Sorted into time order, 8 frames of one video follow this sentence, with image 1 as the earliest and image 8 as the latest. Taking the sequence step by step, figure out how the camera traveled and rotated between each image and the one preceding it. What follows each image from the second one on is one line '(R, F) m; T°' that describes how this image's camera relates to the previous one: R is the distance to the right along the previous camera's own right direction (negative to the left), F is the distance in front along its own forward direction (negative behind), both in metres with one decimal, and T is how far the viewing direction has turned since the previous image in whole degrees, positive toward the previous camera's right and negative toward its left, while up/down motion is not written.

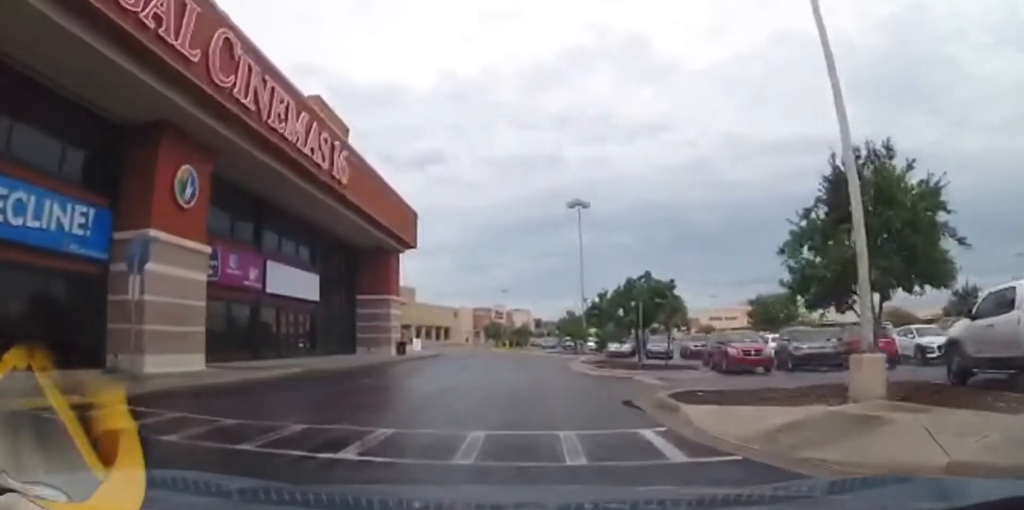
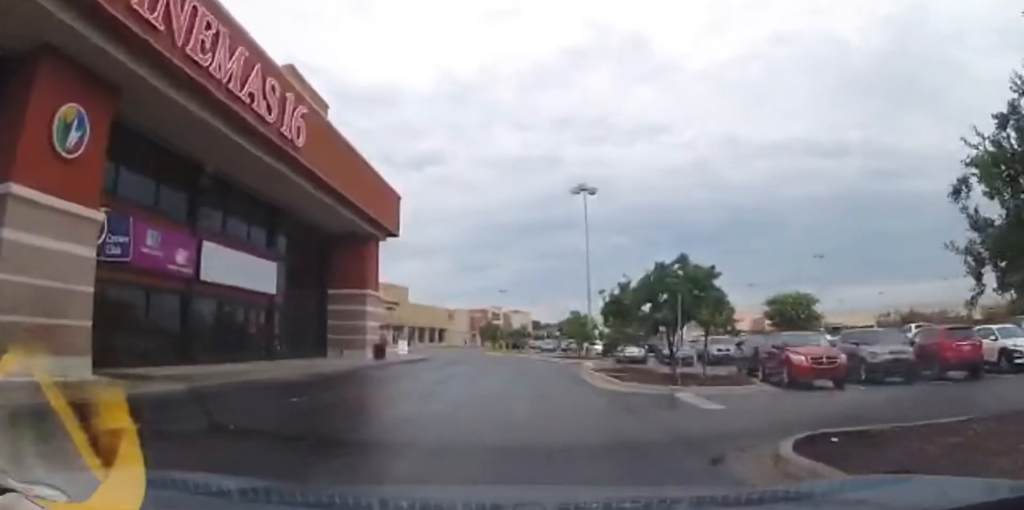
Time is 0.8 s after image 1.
(0.0, +4.8) m; +1°
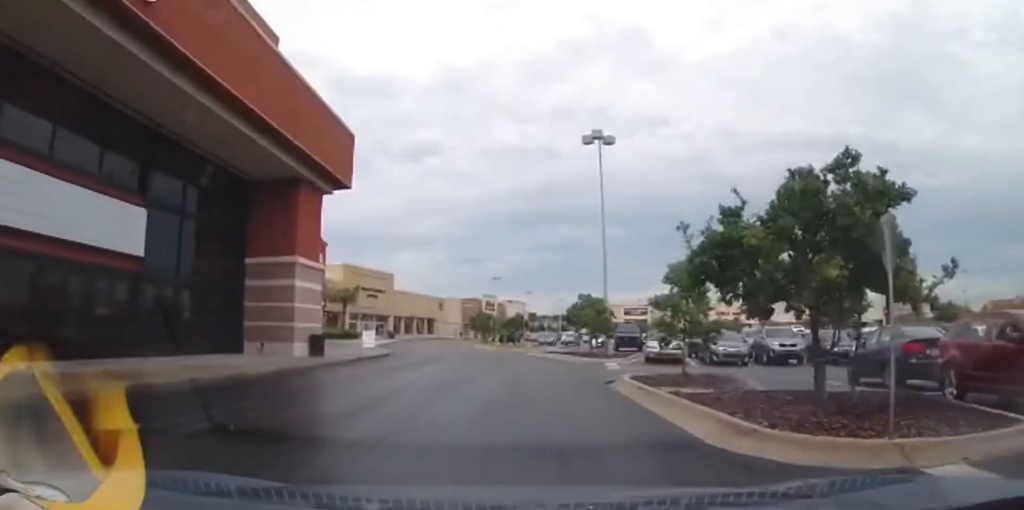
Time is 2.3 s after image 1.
(+0.1, +9.1) m; -4°
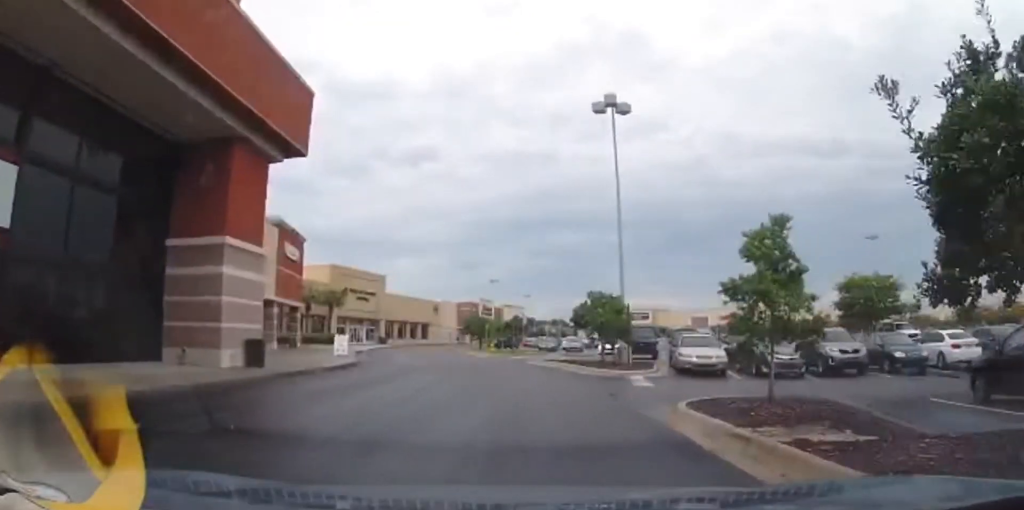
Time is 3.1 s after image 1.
(-0.4, +5.3) m; 0°
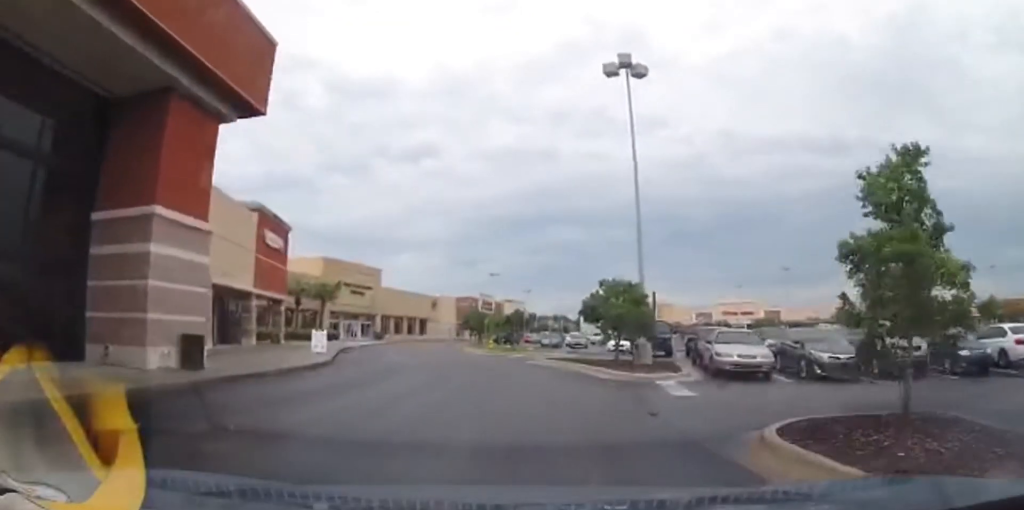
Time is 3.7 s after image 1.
(0.0, +3.6) m; +2°
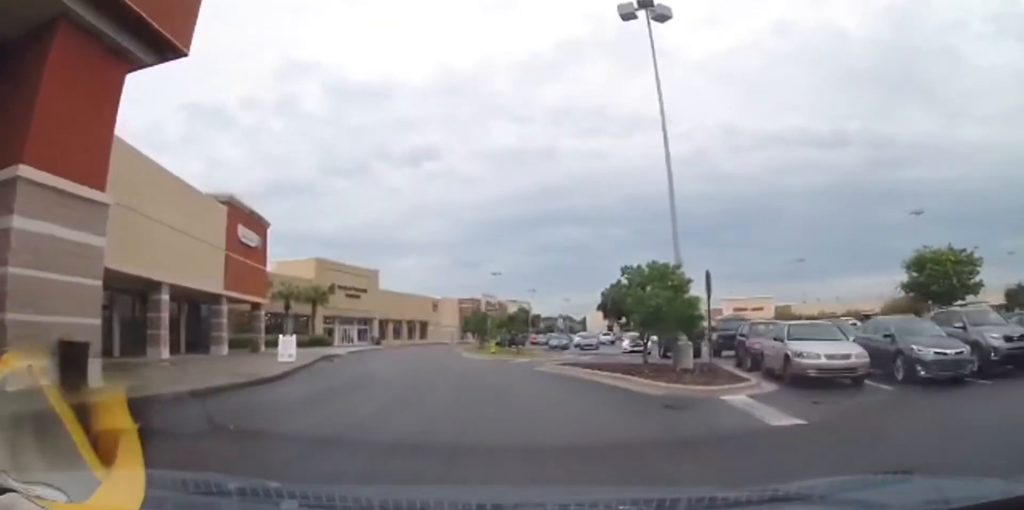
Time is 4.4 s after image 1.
(+0.3, +4.5) m; +3°
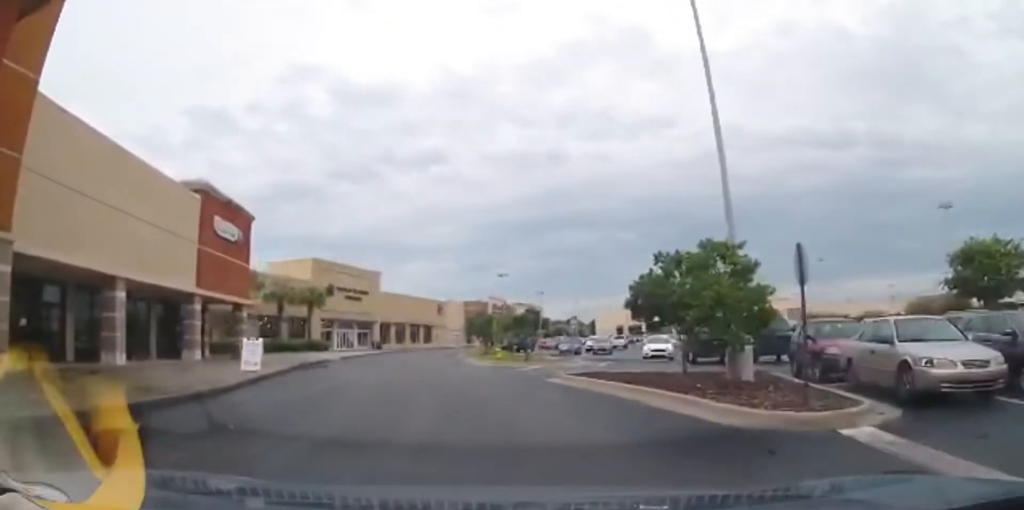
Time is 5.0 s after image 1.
(0.0, +3.8) m; -3°
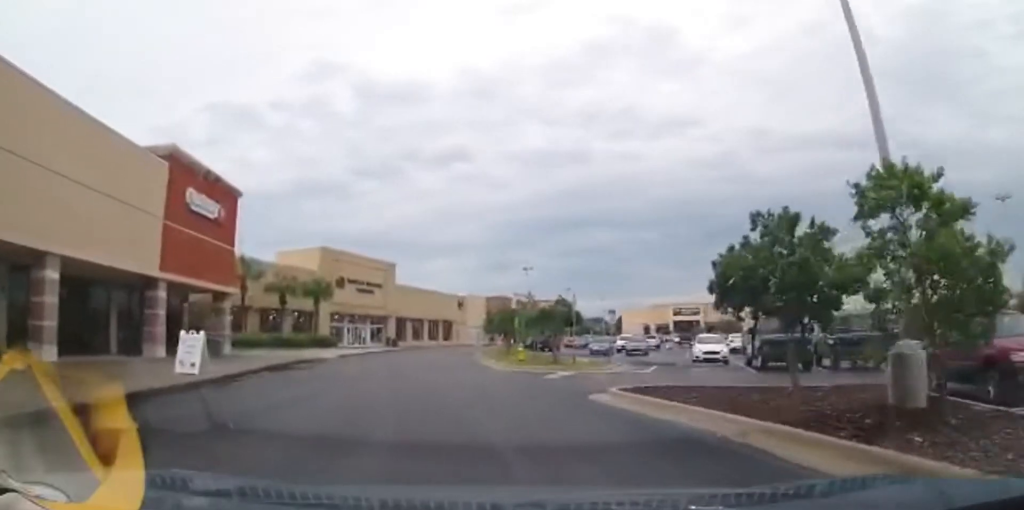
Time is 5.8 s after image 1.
(-0.2, +5.3) m; -5°
